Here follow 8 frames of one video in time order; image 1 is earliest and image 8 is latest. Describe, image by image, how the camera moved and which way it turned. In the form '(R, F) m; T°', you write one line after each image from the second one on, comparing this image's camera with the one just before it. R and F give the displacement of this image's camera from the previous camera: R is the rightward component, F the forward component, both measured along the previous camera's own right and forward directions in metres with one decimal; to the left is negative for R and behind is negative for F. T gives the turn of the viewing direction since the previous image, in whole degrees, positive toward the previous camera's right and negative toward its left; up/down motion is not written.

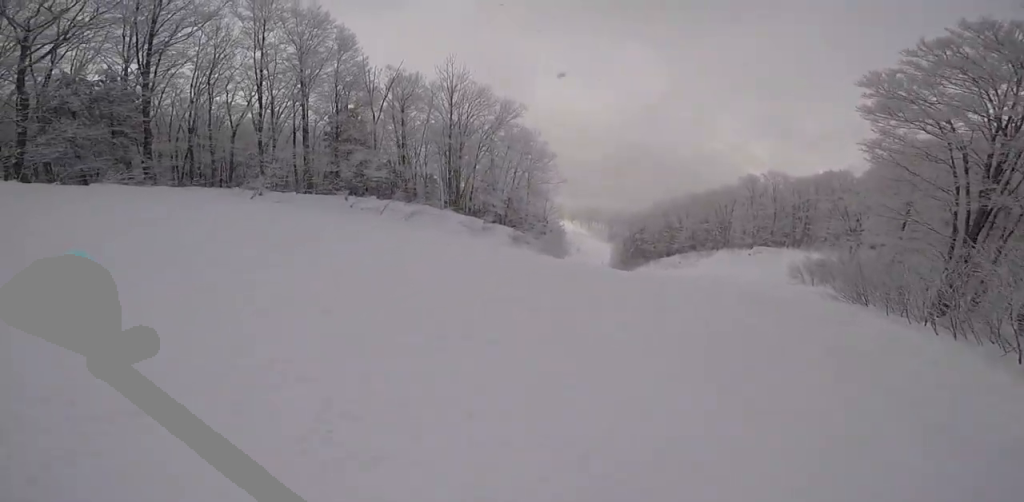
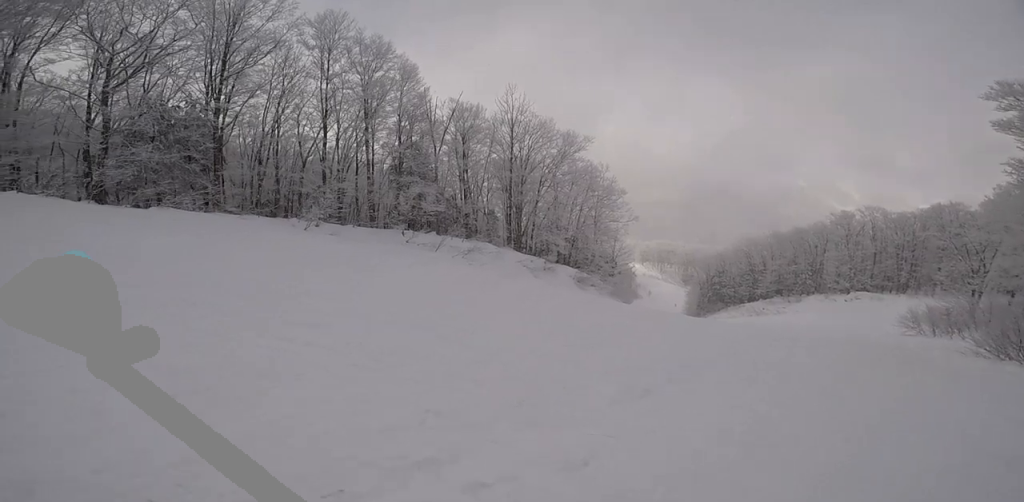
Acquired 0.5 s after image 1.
(-0.5, +2.1) m; -11°
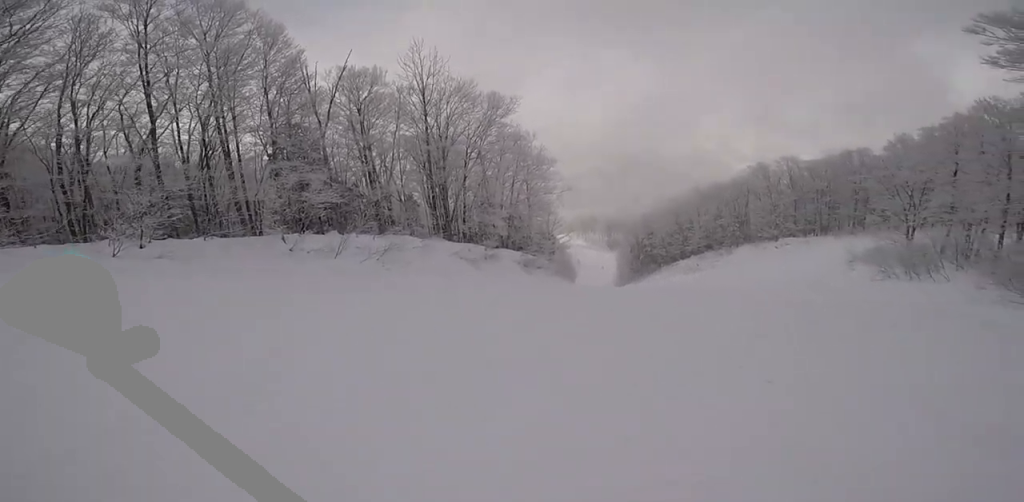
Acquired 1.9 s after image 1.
(-1.5, +6.1) m; +2°
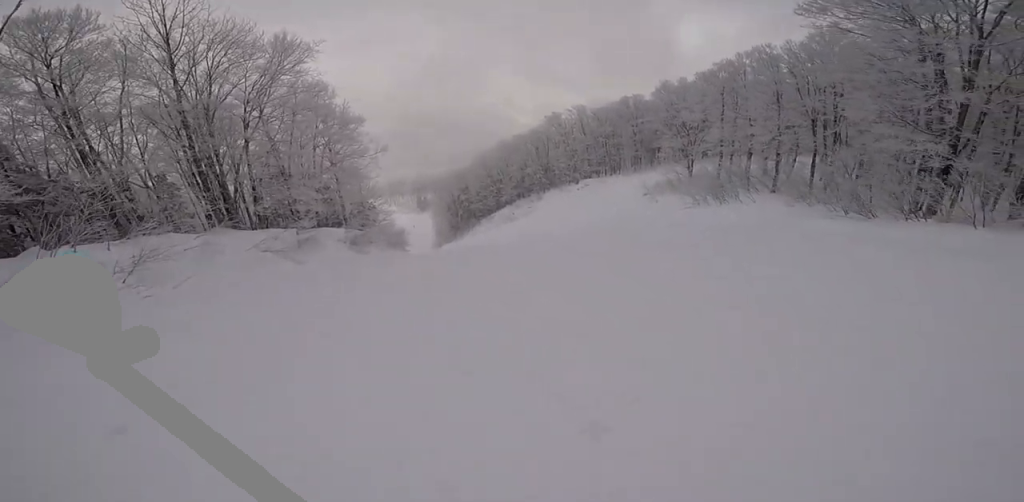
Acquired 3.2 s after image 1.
(+2.5, +4.2) m; +53°
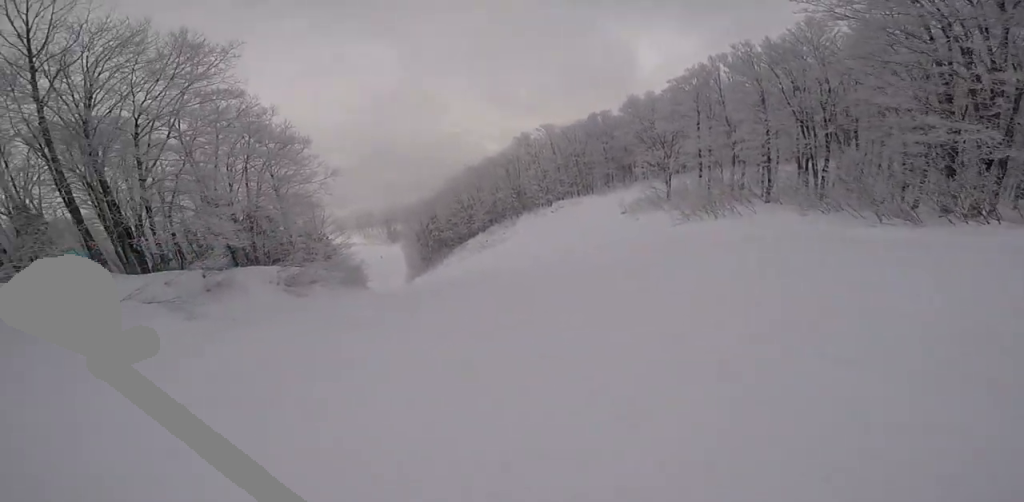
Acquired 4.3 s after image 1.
(+1.4, +4.1) m; +34°
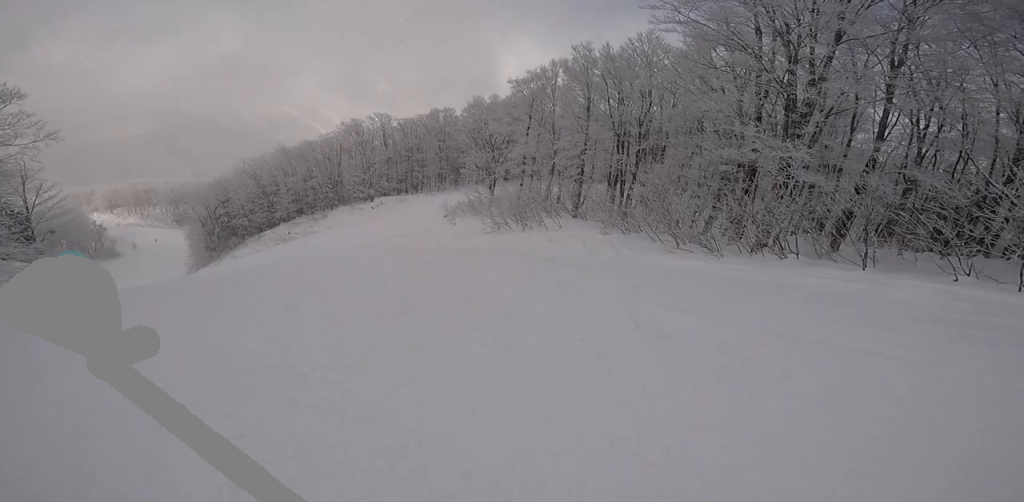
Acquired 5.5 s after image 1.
(+1.2, +5.3) m; +5°
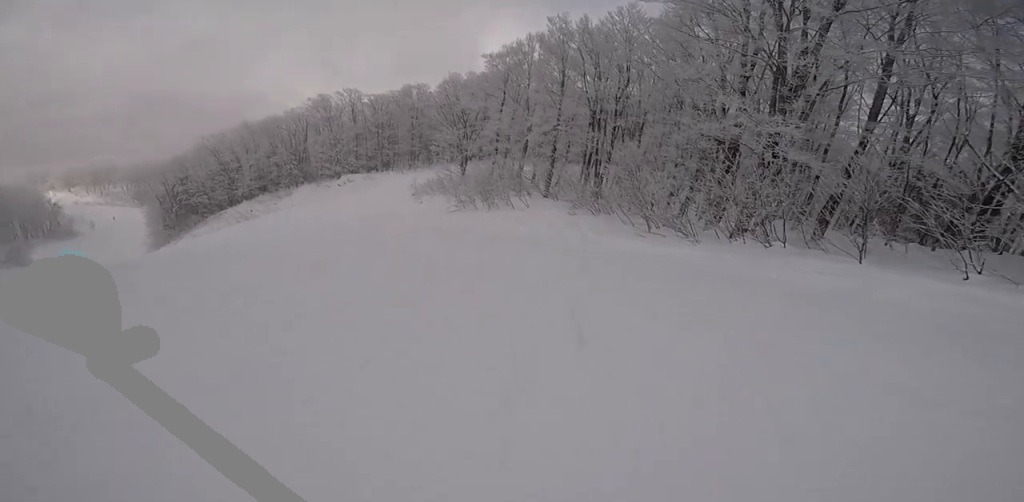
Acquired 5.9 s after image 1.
(+0.1, +2.3) m; -6°
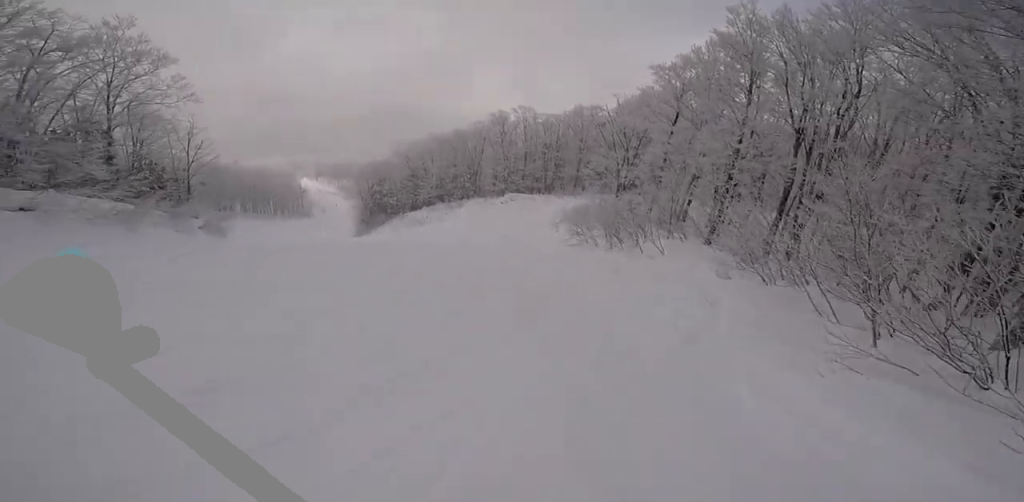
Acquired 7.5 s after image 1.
(-3.3, +6.2) m; -51°
